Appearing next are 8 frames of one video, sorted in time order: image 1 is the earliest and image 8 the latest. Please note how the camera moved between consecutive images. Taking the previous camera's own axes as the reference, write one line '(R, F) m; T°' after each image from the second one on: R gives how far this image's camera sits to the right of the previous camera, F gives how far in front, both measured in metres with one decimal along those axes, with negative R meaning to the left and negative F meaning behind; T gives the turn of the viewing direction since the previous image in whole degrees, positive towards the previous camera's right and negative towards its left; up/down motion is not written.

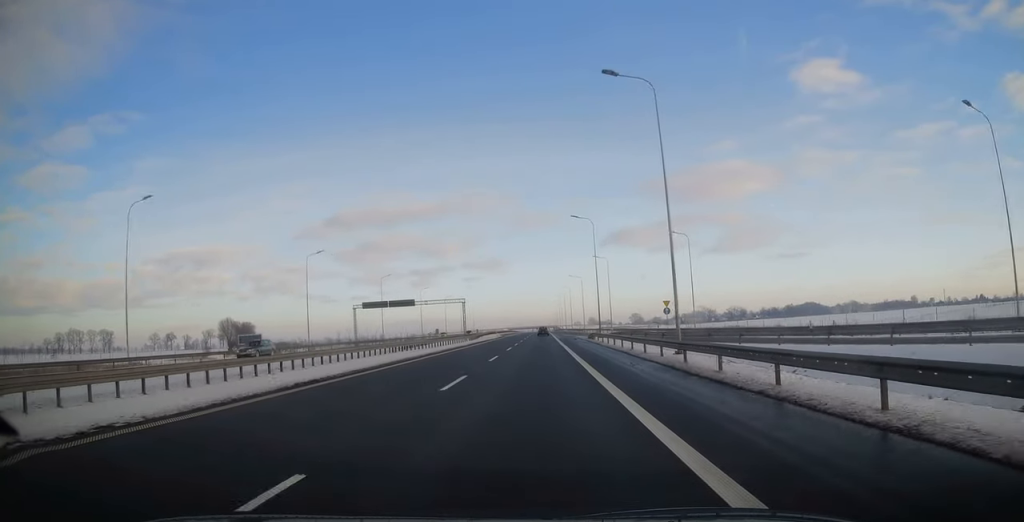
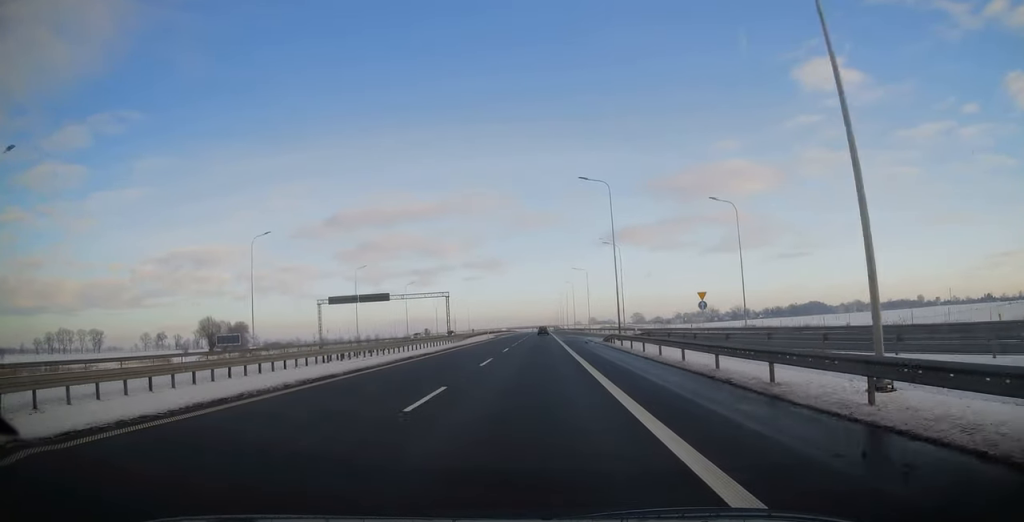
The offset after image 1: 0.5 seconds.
(0.0, +15.5) m; 0°
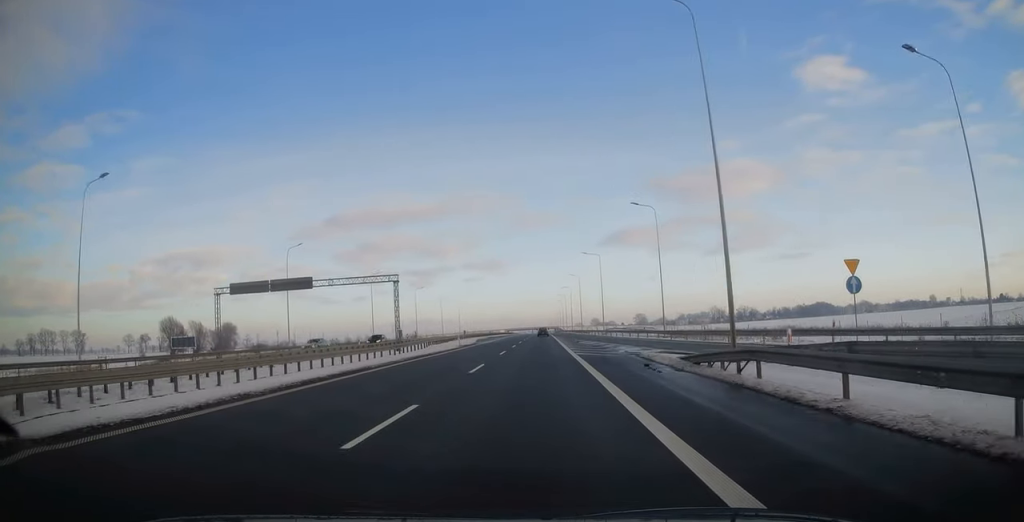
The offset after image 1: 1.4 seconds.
(0.0, +27.0) m; 0°
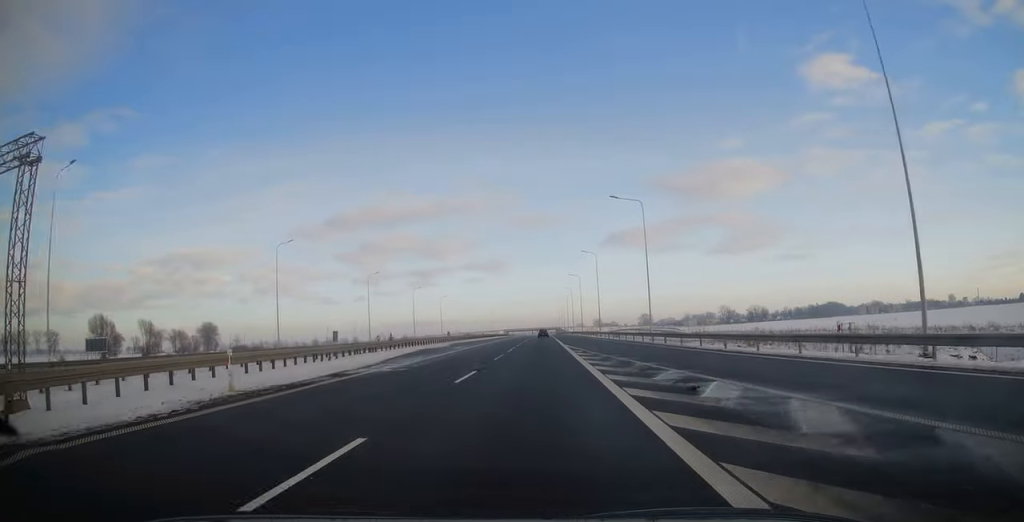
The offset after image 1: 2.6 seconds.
(+0.1, +39.0) m; +1°
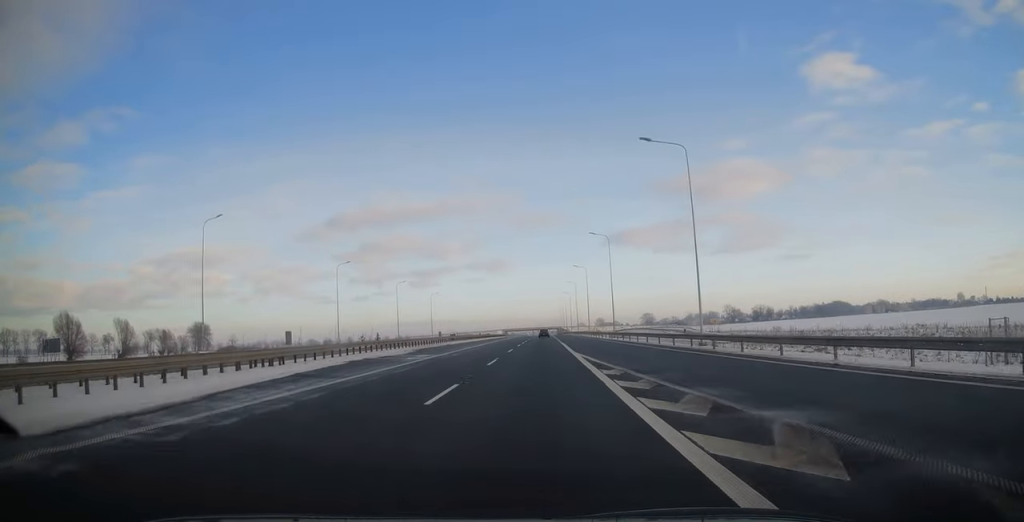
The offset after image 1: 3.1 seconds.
(+0.2, +16.2) m; 0°
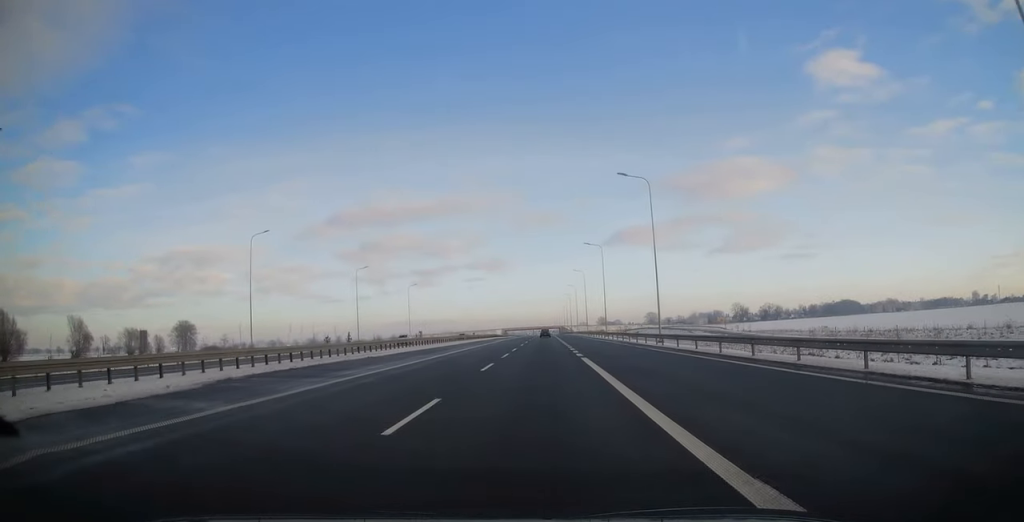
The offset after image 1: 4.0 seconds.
(-0.2, +27.3) m; -1°
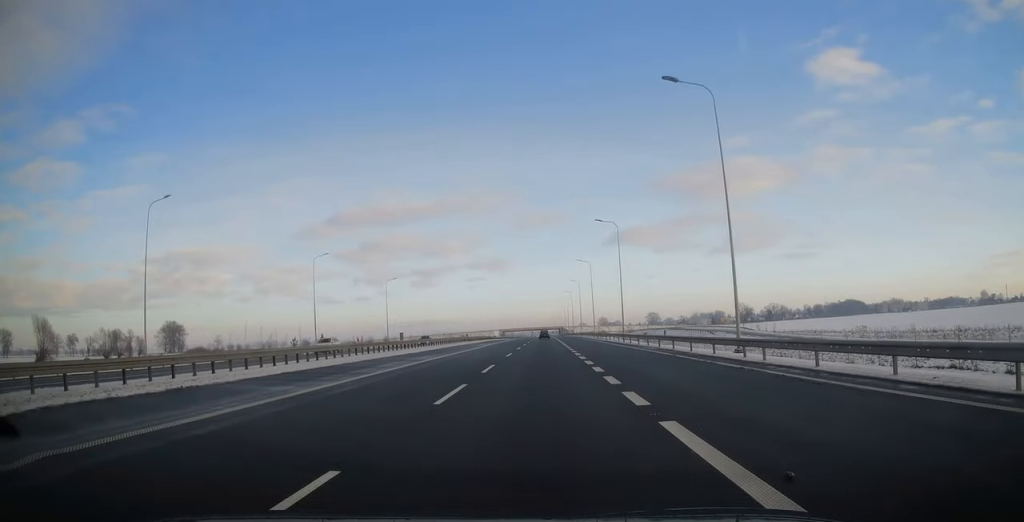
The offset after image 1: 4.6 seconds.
(-0.1, +17.9) m; 0°
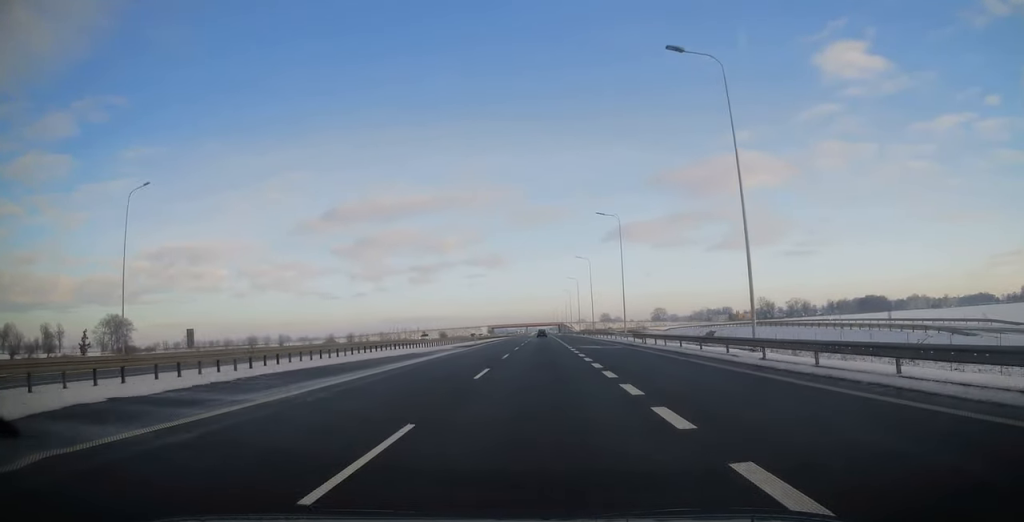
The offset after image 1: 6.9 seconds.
(+0.4, +74.6) m; +1°
